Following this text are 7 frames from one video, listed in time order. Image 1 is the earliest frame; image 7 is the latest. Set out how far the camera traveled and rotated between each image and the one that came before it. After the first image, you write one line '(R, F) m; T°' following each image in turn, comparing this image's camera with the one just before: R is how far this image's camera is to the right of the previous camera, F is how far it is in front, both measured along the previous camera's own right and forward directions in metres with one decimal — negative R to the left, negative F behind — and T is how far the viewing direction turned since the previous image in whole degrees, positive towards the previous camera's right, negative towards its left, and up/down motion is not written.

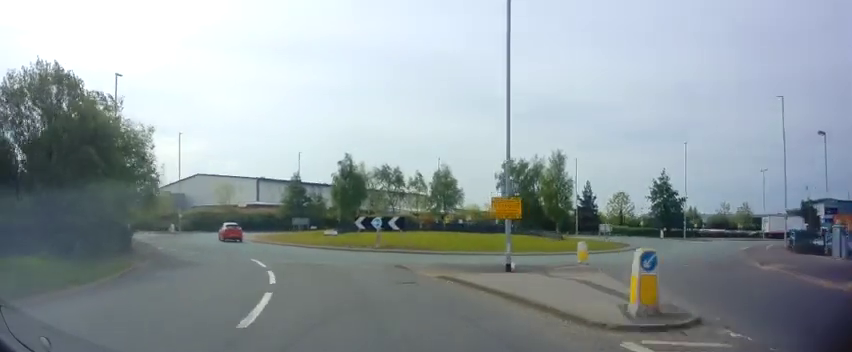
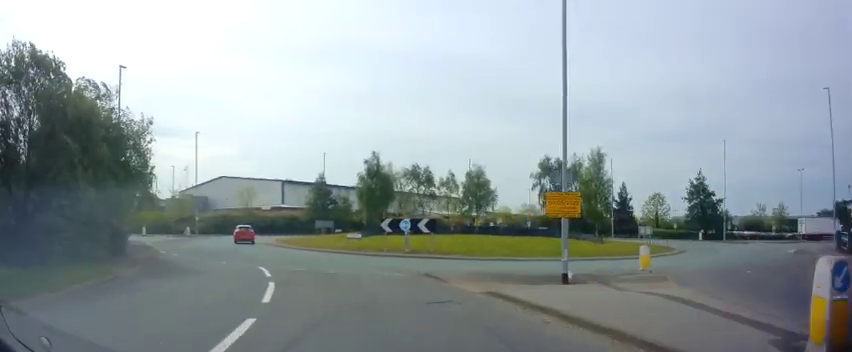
(+0.1, +3.3) m; -3°
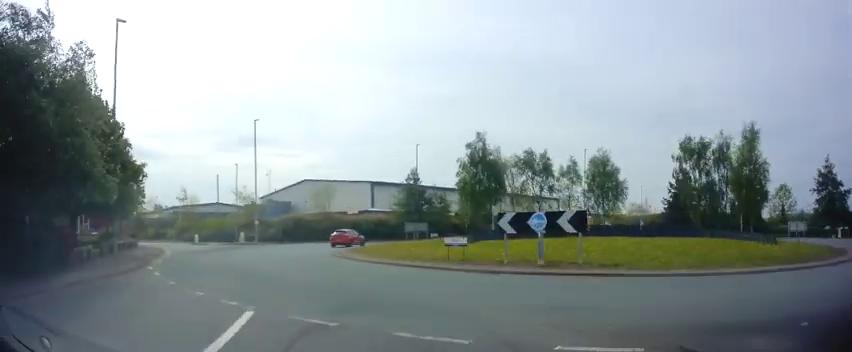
(-1.6, +10.5) m; -15°
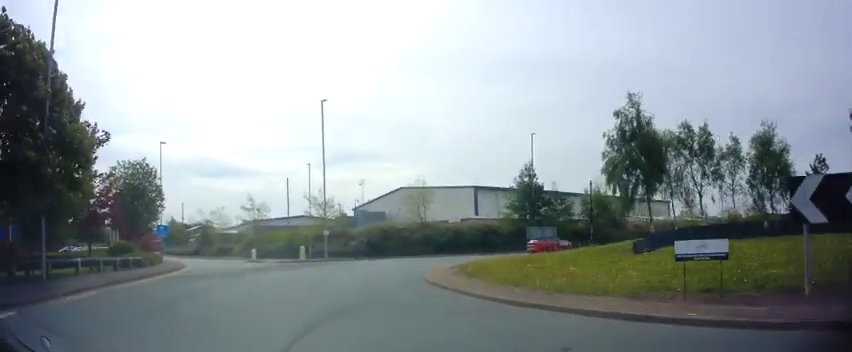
(-1.0, +11.3) m; -9°
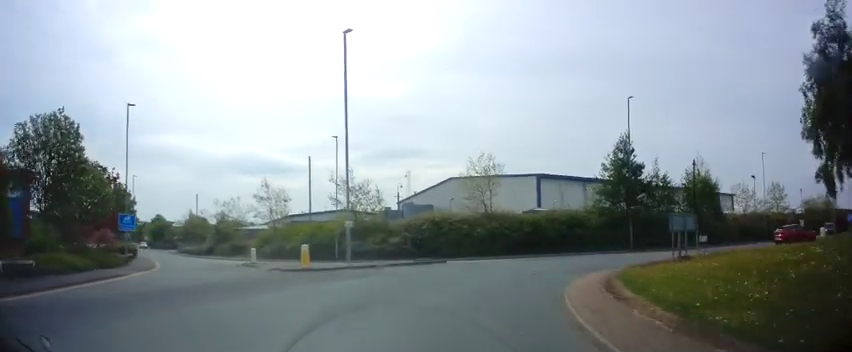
(-0.7, +12.4) m; -2°
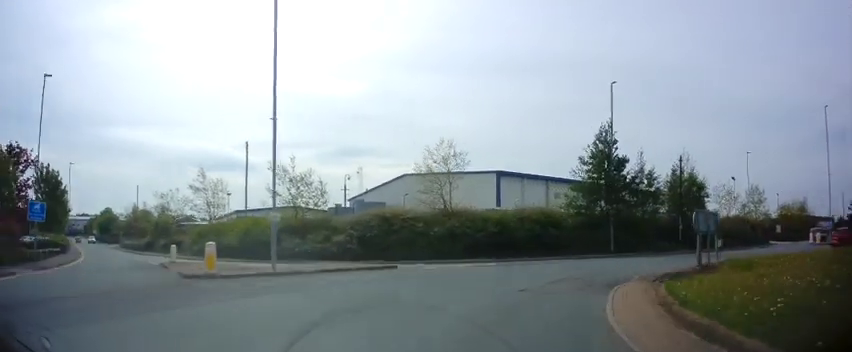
(0.0, +5.0) m; +4°
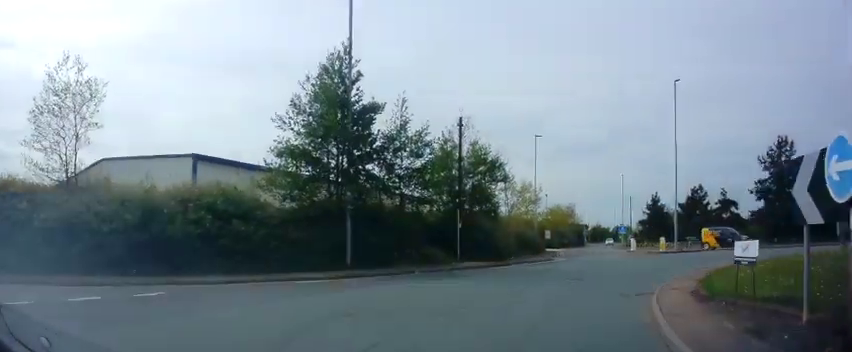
(+3.0, +14.8) m; +31°
